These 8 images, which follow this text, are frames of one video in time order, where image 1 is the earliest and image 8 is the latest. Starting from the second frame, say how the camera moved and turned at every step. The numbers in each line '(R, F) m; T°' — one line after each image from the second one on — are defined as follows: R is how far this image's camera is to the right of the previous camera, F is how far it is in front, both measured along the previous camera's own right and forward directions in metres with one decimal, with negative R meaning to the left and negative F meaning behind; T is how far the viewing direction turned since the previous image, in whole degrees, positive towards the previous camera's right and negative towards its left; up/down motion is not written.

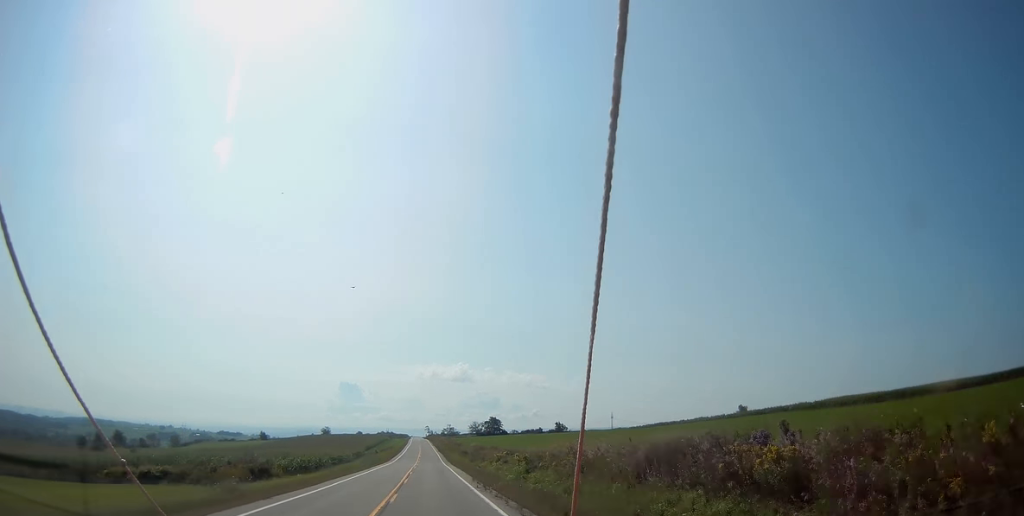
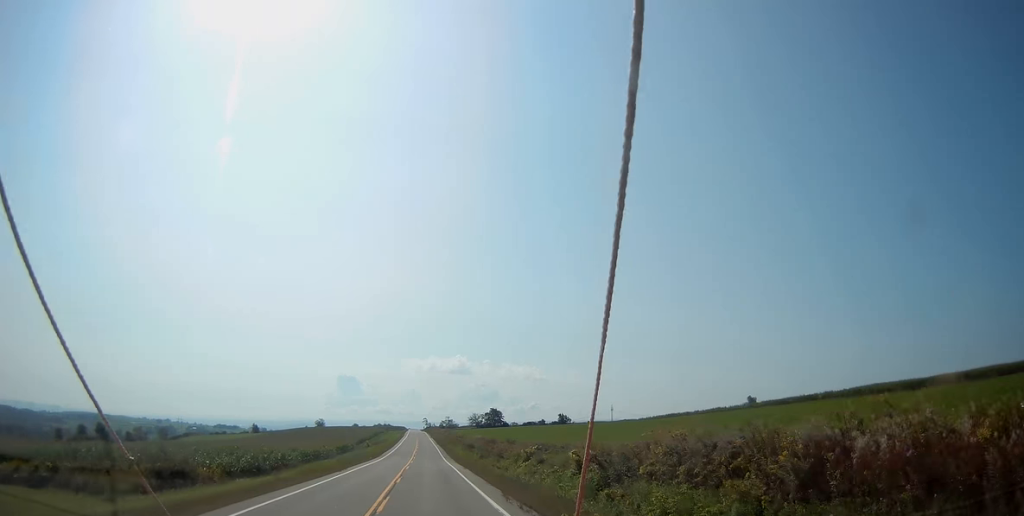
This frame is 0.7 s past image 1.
(+0.3, +16.3) m; 0°
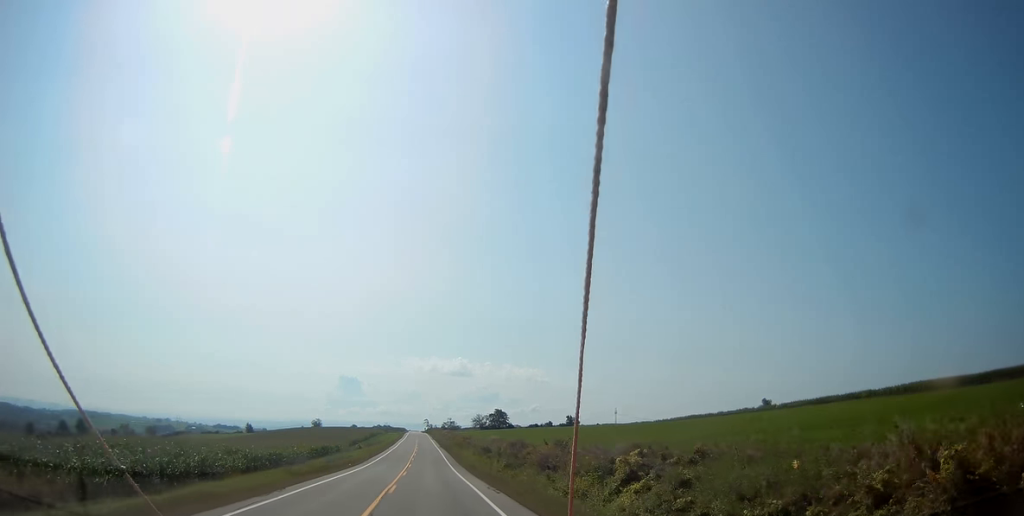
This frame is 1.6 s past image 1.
(-0.2, +18.7) m; -1°
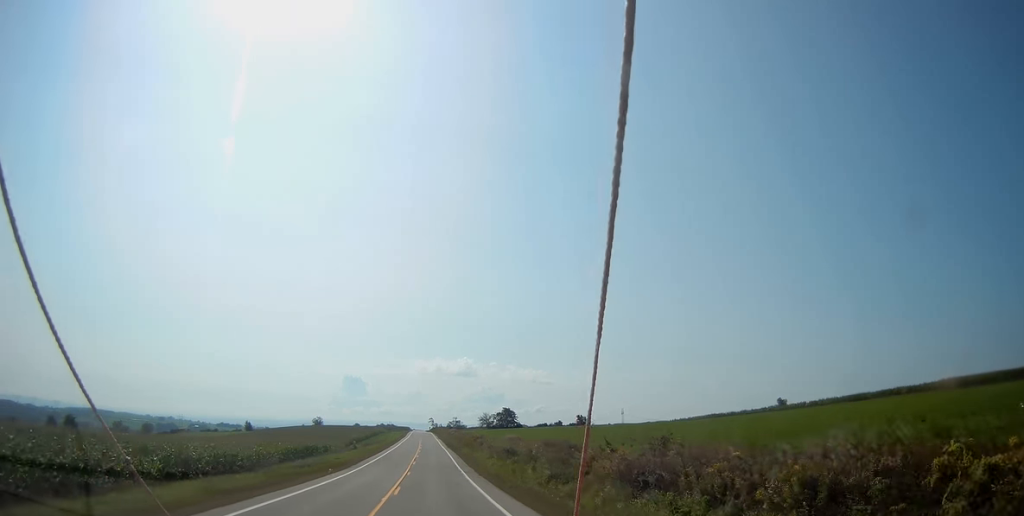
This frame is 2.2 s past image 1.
(0.0, +13.4) m; 0°
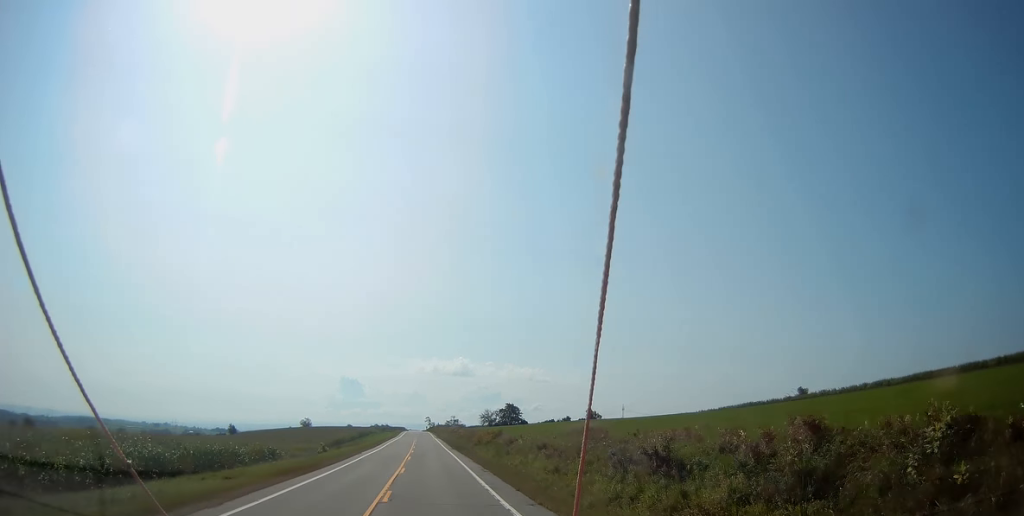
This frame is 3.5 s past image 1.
(+0.3, +29.2) m; 0°
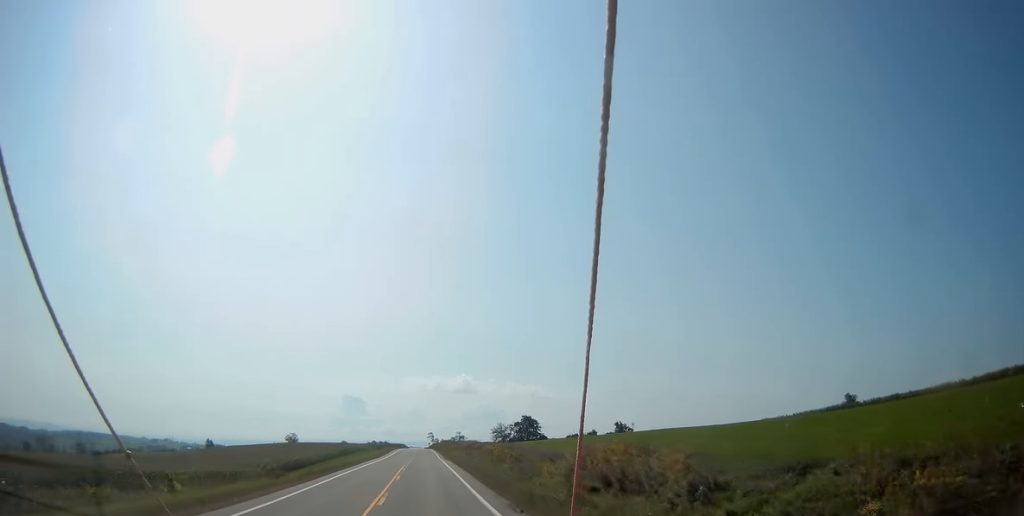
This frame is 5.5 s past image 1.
(-0.4, +46.3) m; -1°
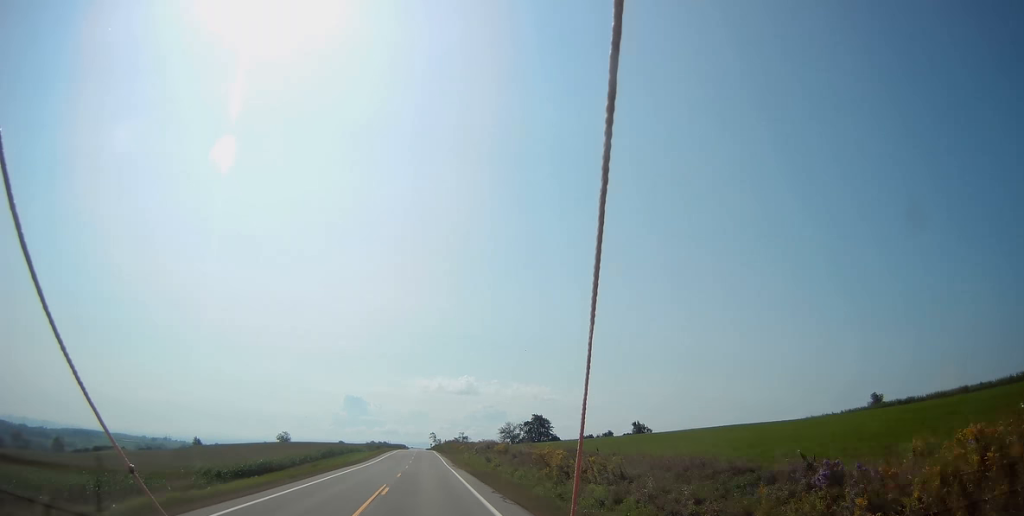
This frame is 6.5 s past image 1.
(0.0, +22.4) m; 0°
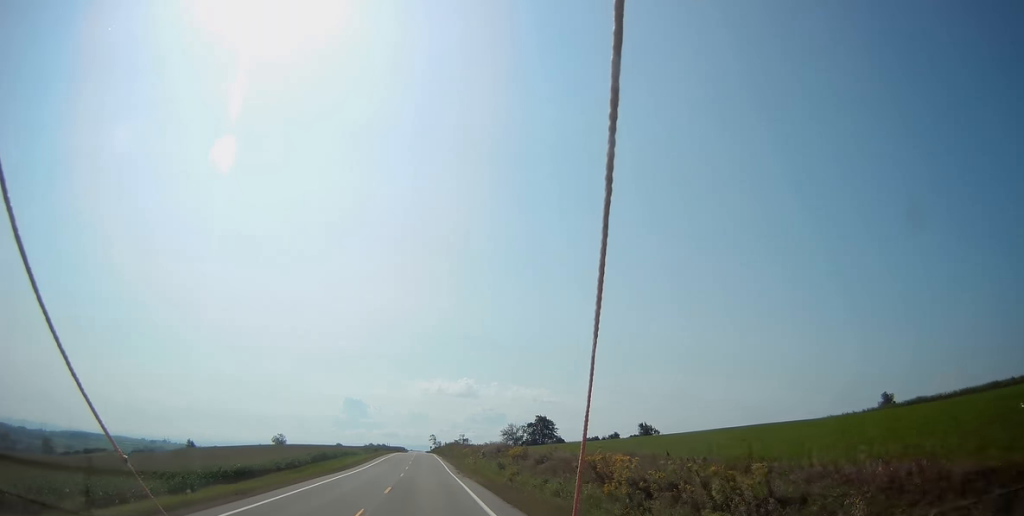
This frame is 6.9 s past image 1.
(0.0, +9.3) m; 0°
